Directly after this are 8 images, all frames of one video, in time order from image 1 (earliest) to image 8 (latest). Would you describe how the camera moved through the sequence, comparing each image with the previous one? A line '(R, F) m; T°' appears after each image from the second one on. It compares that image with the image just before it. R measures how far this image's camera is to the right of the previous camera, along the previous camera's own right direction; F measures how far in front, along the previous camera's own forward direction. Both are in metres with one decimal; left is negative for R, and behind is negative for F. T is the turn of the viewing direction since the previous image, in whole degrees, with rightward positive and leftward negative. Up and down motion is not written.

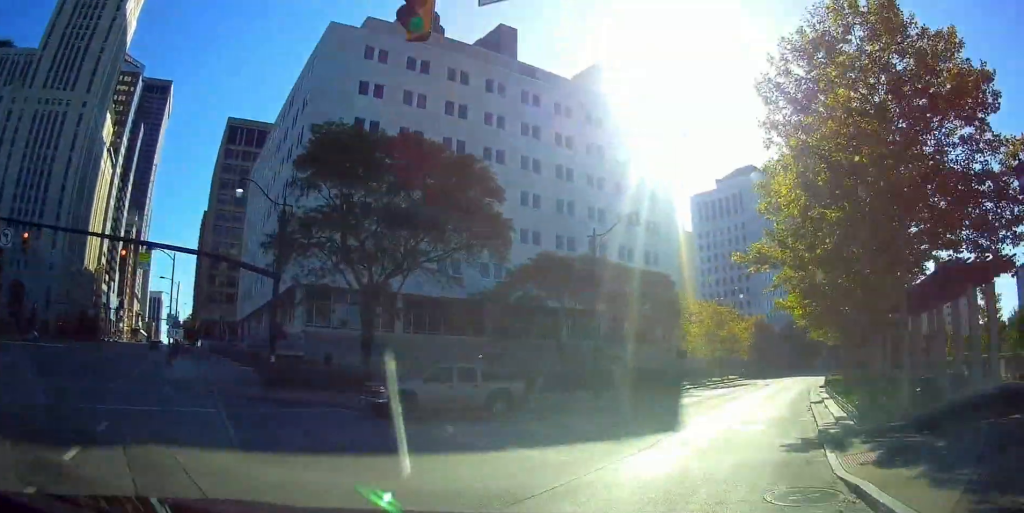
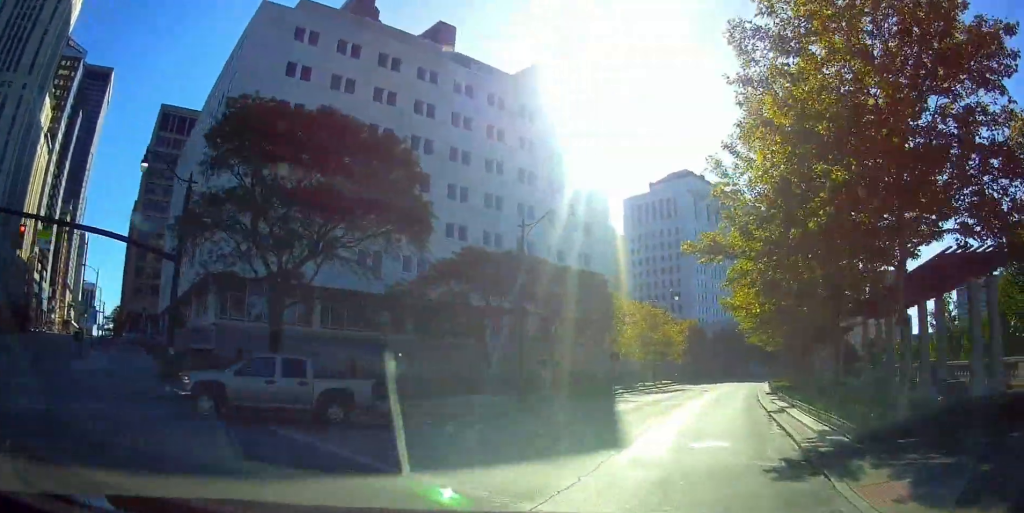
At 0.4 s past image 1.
(+0.4, +2.7) m; +6°
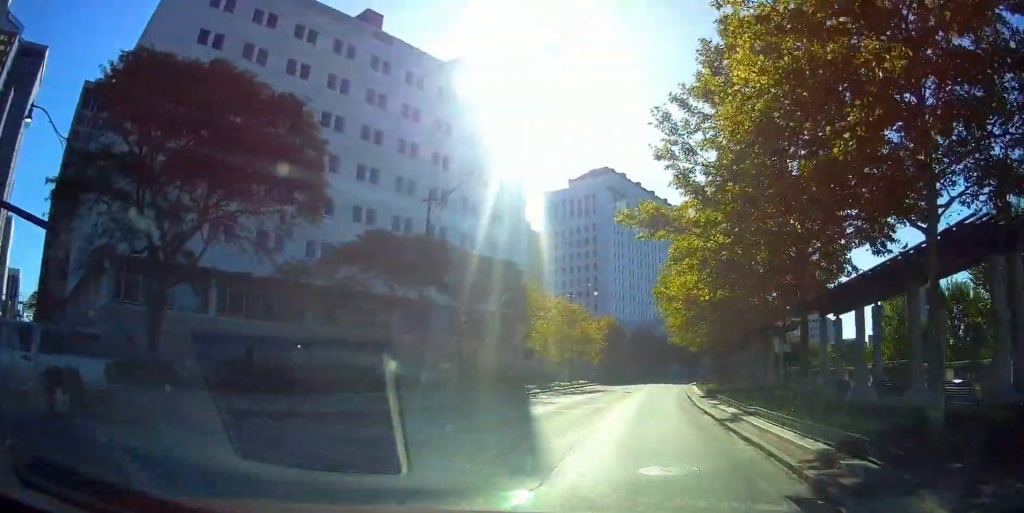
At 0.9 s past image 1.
(+0.2, +3.4) m; +3°
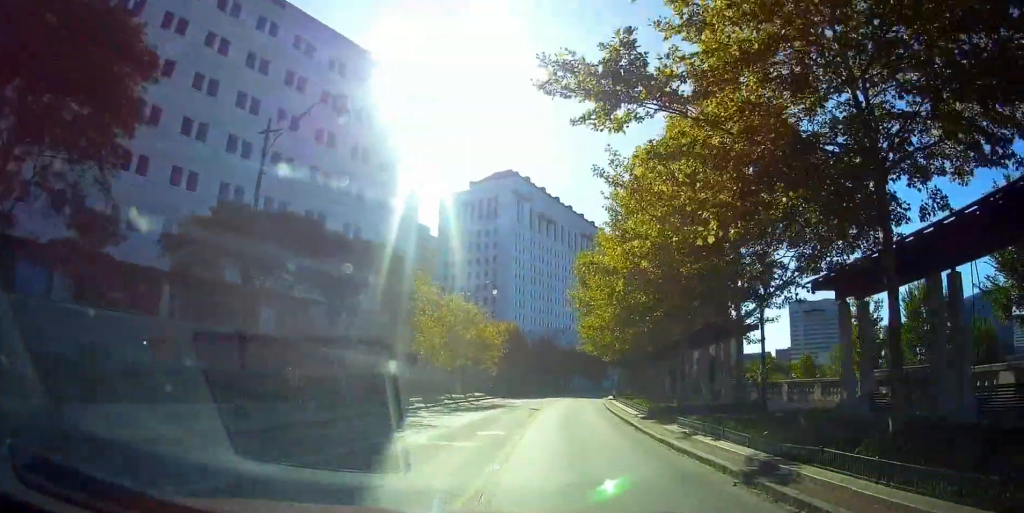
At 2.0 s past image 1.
(0.0, +7.3) m; 0°
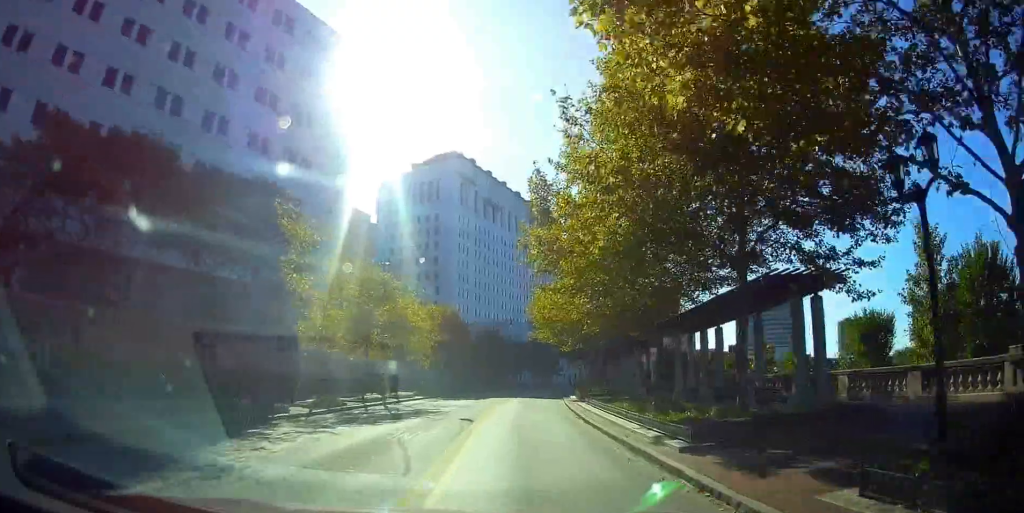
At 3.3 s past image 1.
(0.0, +9.6) m; 0°
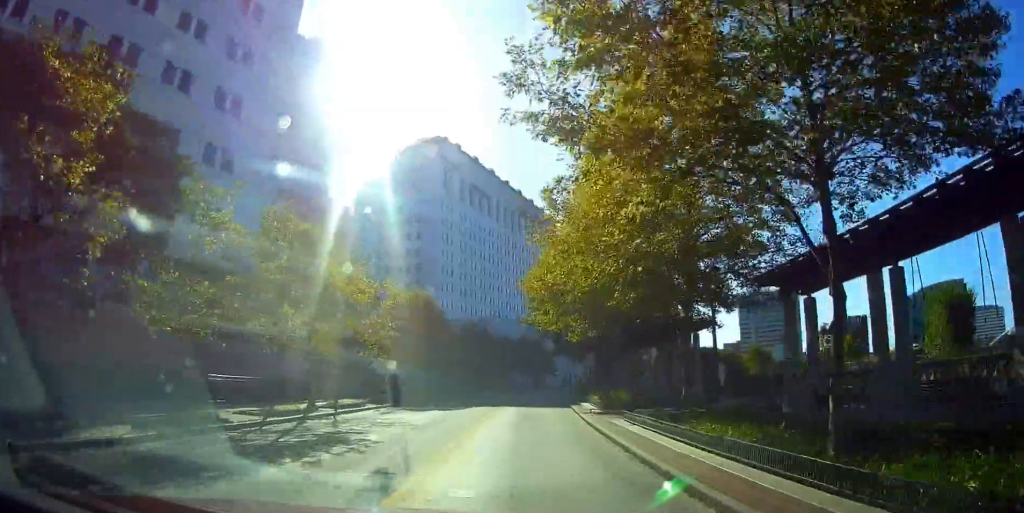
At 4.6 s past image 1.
(0.0, +9.7) m; 0°
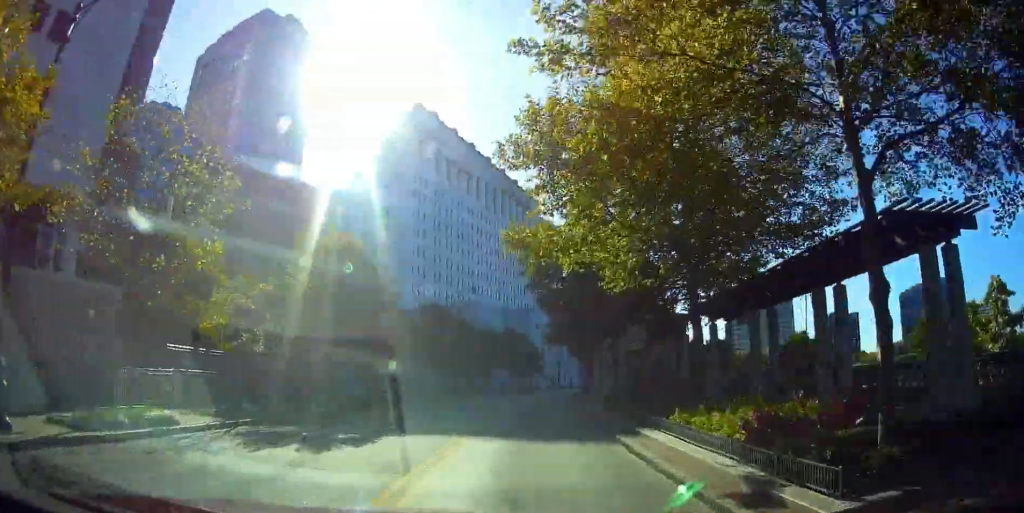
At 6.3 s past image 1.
(+0.7, +12.4) m; +12°
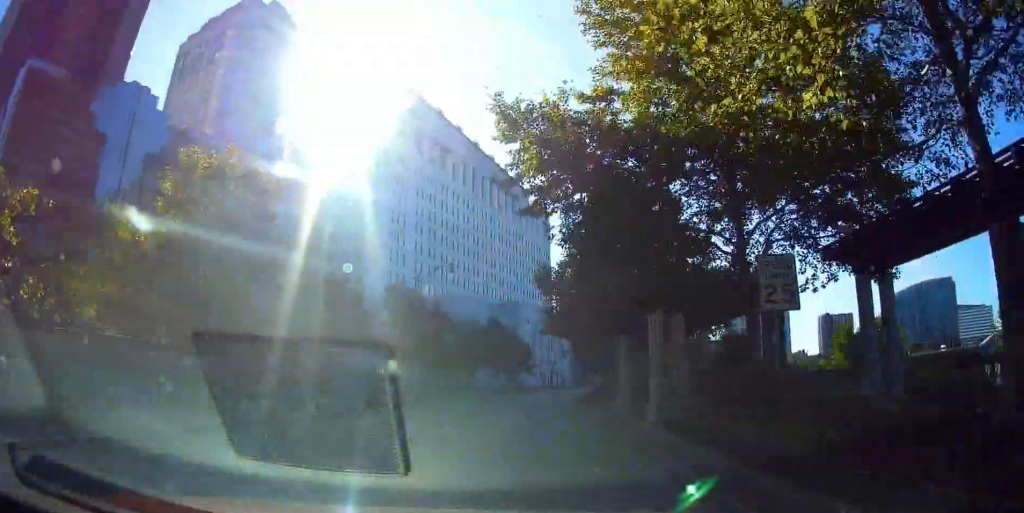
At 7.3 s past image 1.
(+0.9, +8.0) m; +9°
